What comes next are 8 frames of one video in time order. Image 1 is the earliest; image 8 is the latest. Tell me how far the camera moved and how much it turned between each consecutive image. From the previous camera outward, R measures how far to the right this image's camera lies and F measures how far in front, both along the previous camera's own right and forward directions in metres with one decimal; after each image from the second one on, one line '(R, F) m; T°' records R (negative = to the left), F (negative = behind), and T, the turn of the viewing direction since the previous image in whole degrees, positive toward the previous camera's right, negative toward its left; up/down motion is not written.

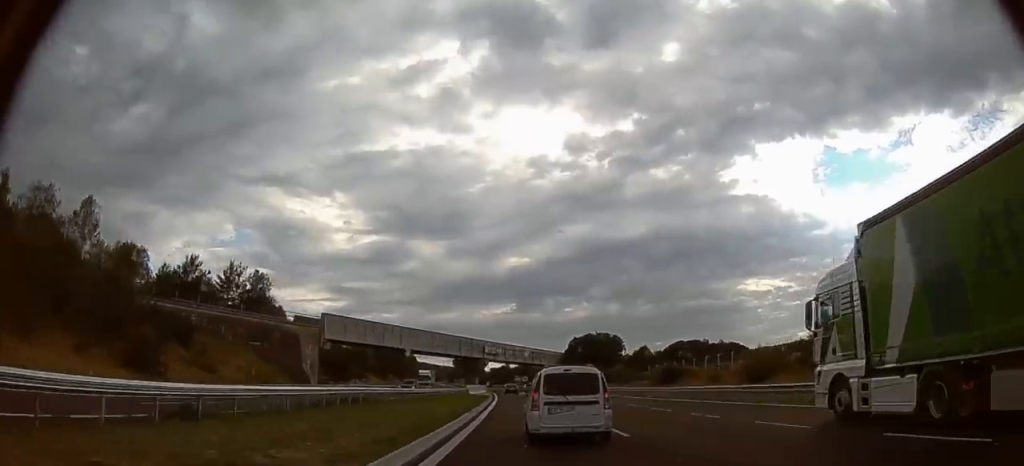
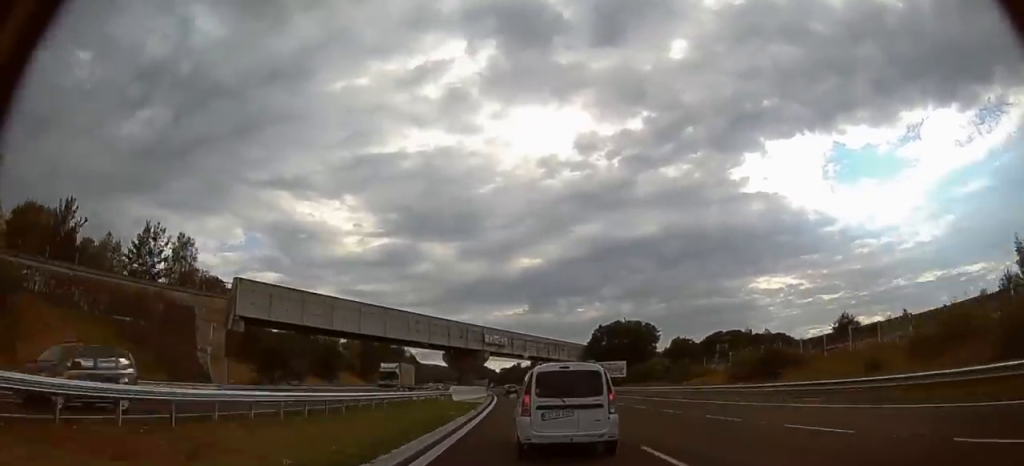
(-0.3, +26.7) m; -2°
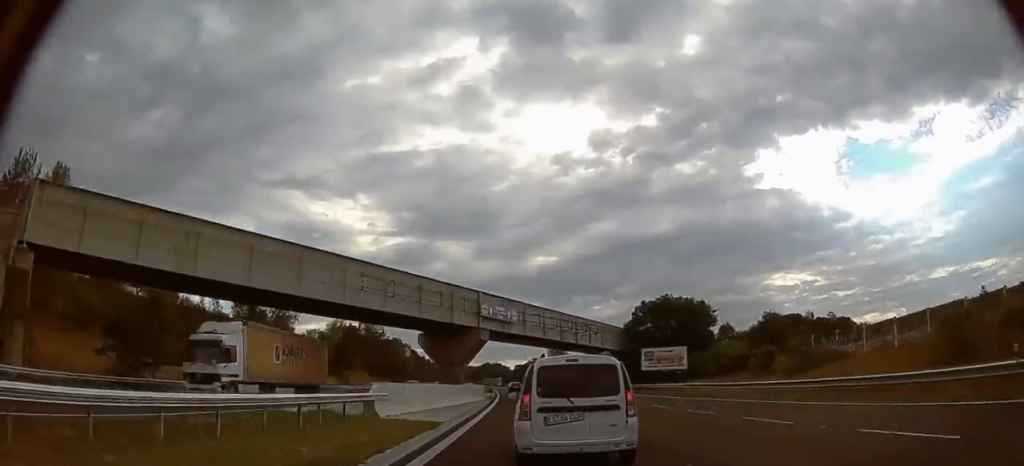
(-0.3, +25.9) m; -2°
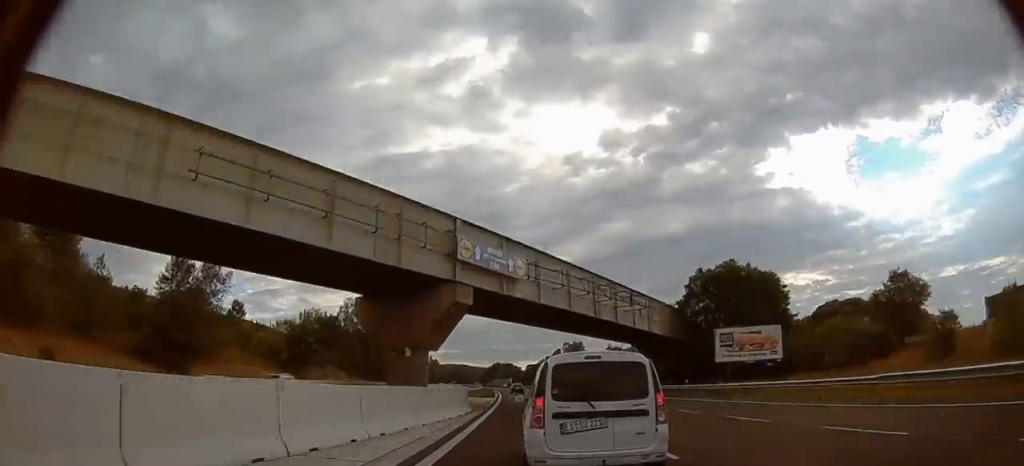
(-0.4, +20.1) m; -2°
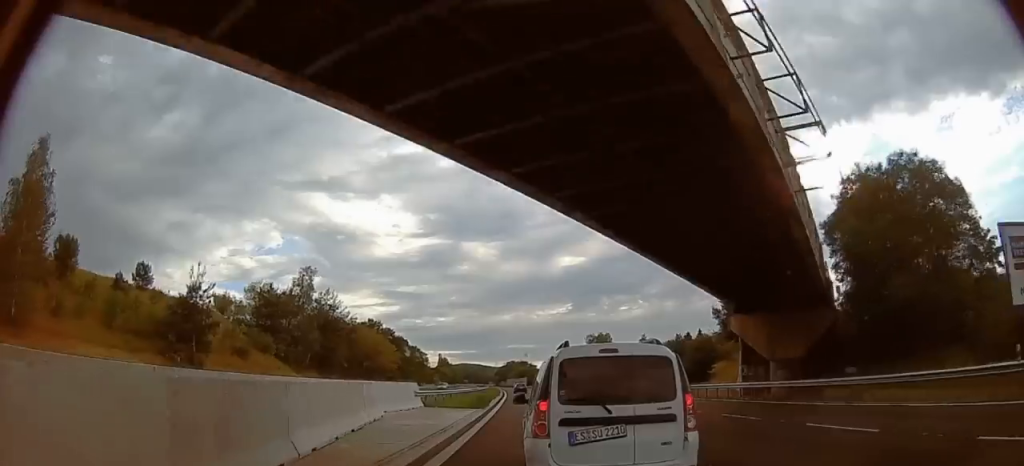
(-0.2, +26.8) m; 0°
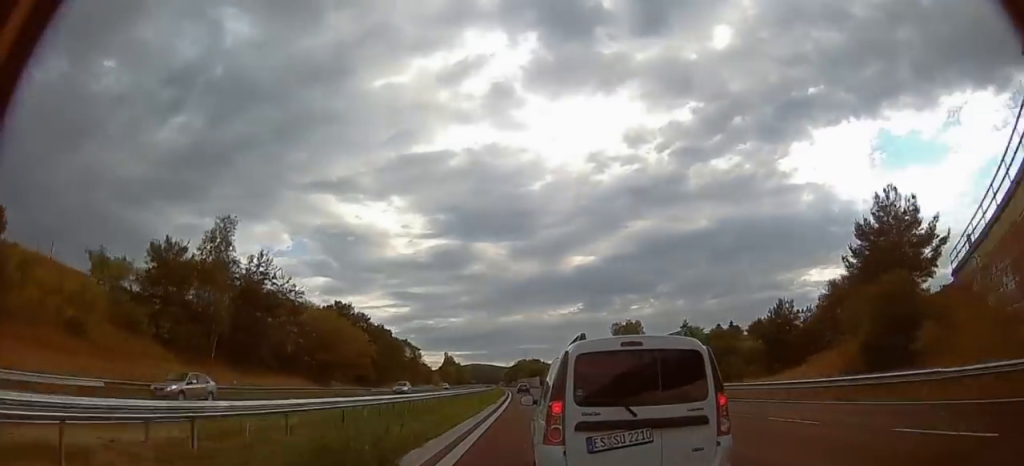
(0.0, +29.0) m; -1°
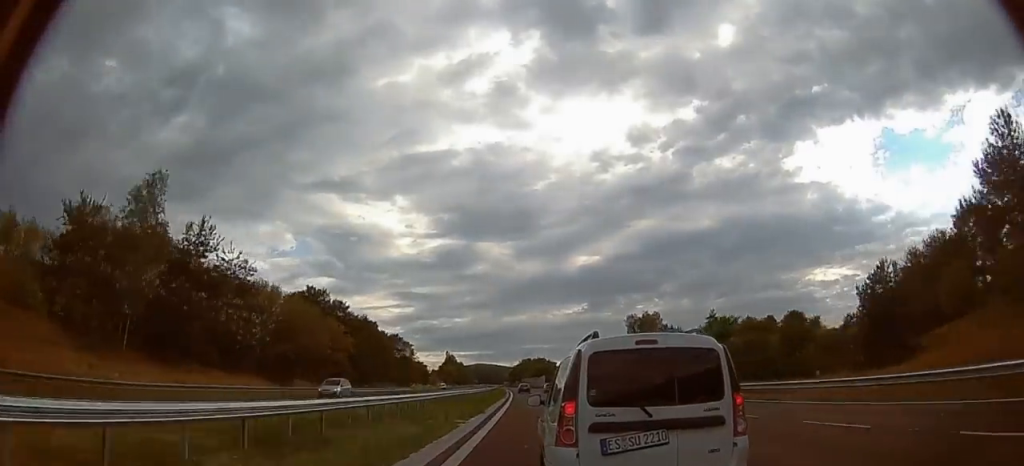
(+0.1, +15.5) m; 0°
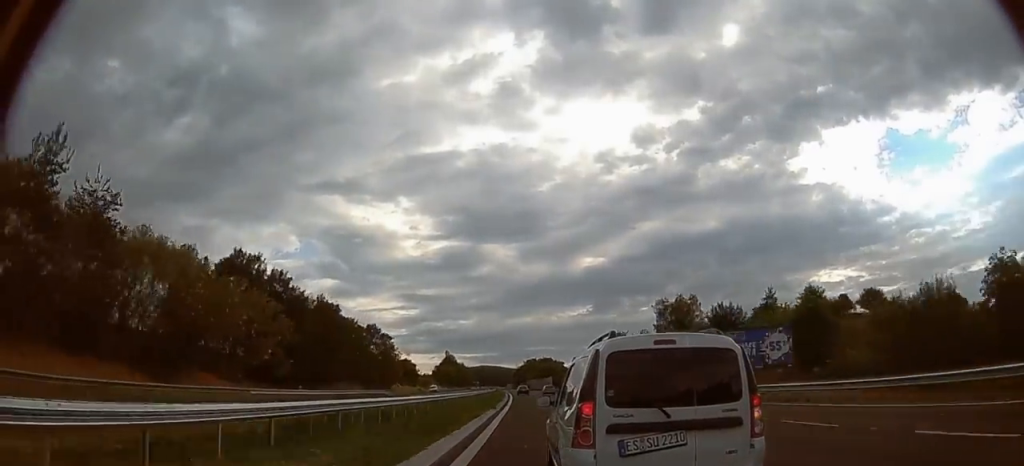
(-0.4, +24.8) m; -1°
